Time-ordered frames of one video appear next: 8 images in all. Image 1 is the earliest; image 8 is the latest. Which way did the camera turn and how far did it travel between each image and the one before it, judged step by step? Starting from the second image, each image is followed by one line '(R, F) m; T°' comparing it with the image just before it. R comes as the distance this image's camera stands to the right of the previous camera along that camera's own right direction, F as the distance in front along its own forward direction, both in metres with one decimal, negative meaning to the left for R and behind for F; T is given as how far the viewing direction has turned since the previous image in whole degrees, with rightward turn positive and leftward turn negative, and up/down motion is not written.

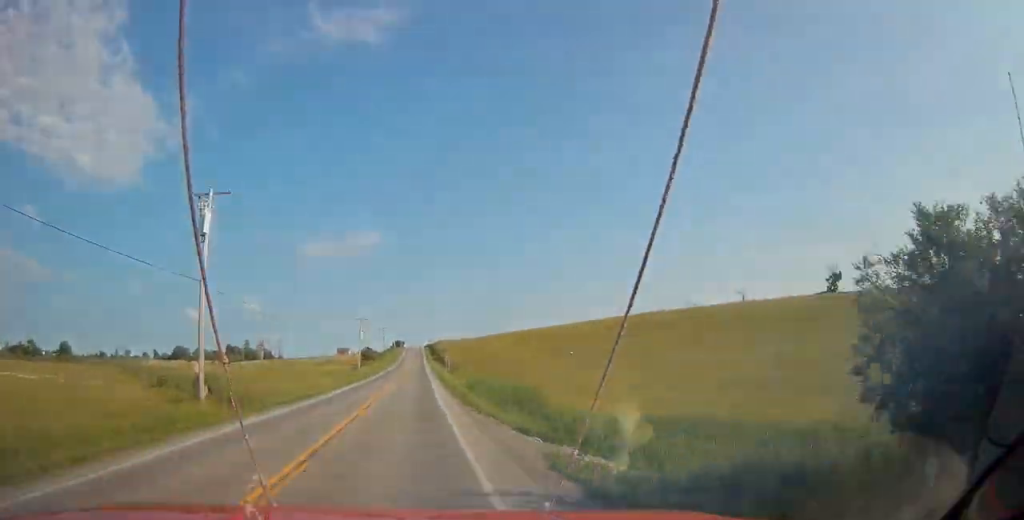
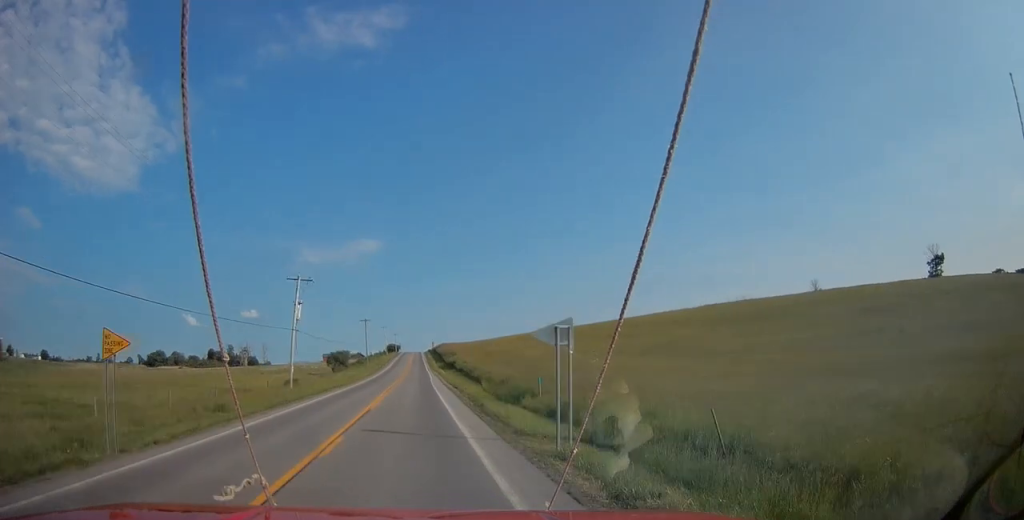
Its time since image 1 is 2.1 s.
(+0.1, +56.3) m; 0°
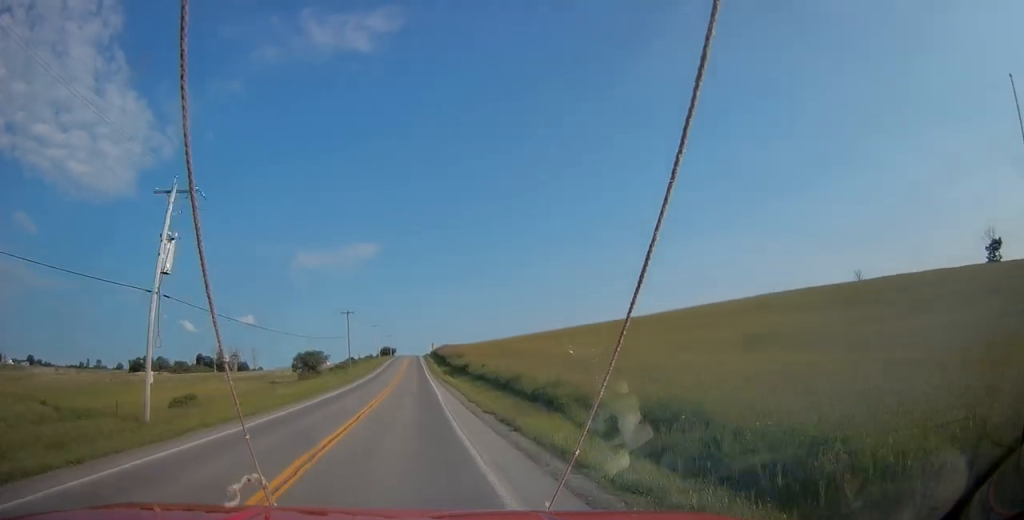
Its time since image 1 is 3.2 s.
(+0.1, +27.8) m; 0°
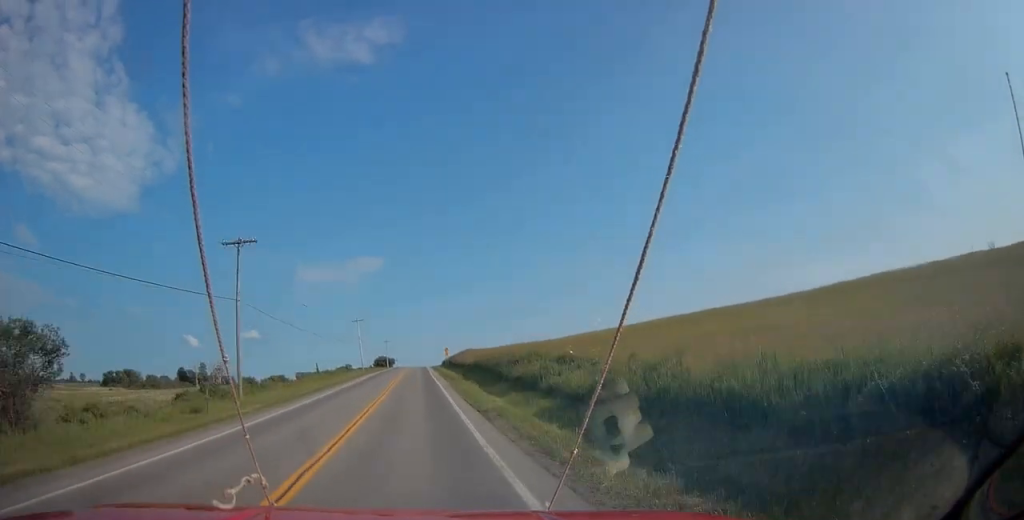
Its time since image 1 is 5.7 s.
(-0.3, +62.7) m; 0°
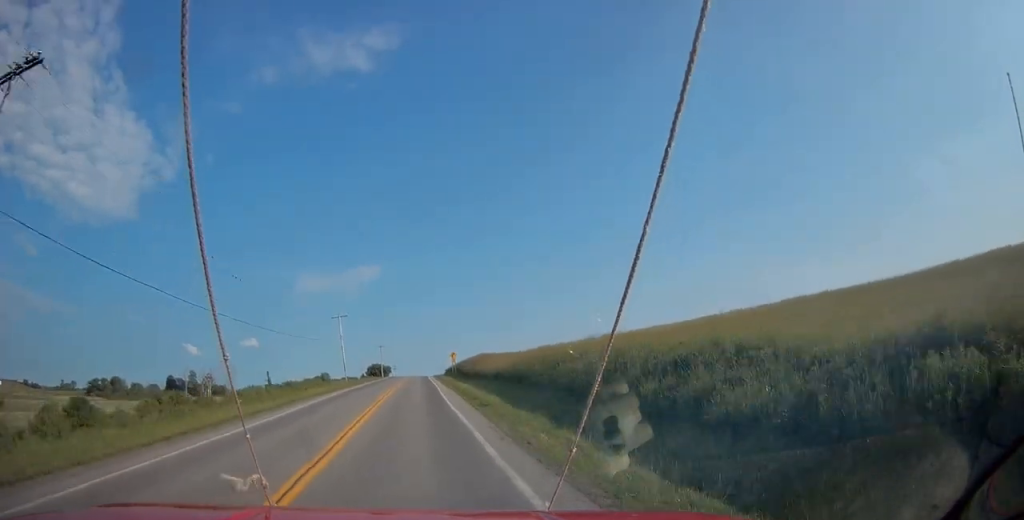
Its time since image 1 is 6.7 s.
(+0.1, +24.4) m; 0°
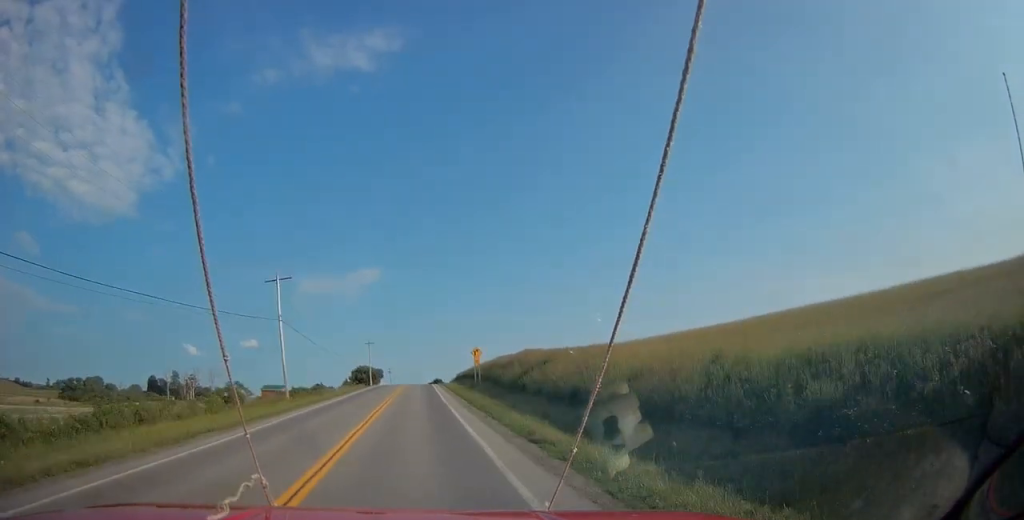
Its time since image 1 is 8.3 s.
(0.0, +38.3) m; 0°
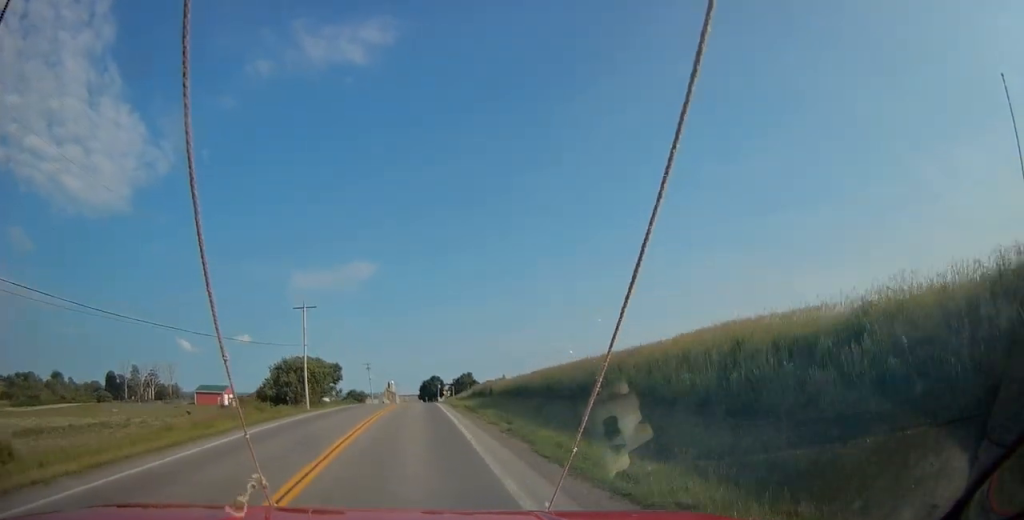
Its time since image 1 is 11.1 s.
(+0.2, +65.5) m; +1°
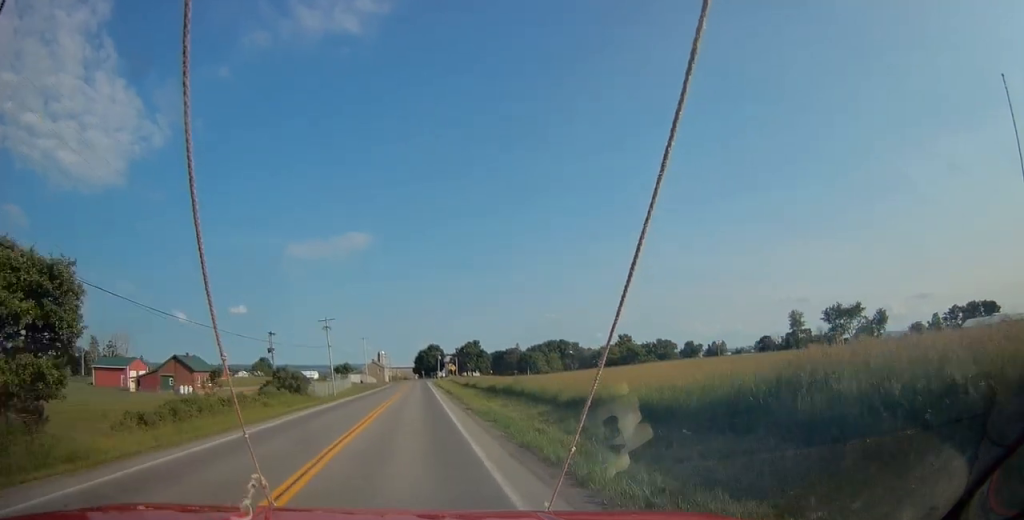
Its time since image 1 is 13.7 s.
(+0.2, +56.3) m; 0°
